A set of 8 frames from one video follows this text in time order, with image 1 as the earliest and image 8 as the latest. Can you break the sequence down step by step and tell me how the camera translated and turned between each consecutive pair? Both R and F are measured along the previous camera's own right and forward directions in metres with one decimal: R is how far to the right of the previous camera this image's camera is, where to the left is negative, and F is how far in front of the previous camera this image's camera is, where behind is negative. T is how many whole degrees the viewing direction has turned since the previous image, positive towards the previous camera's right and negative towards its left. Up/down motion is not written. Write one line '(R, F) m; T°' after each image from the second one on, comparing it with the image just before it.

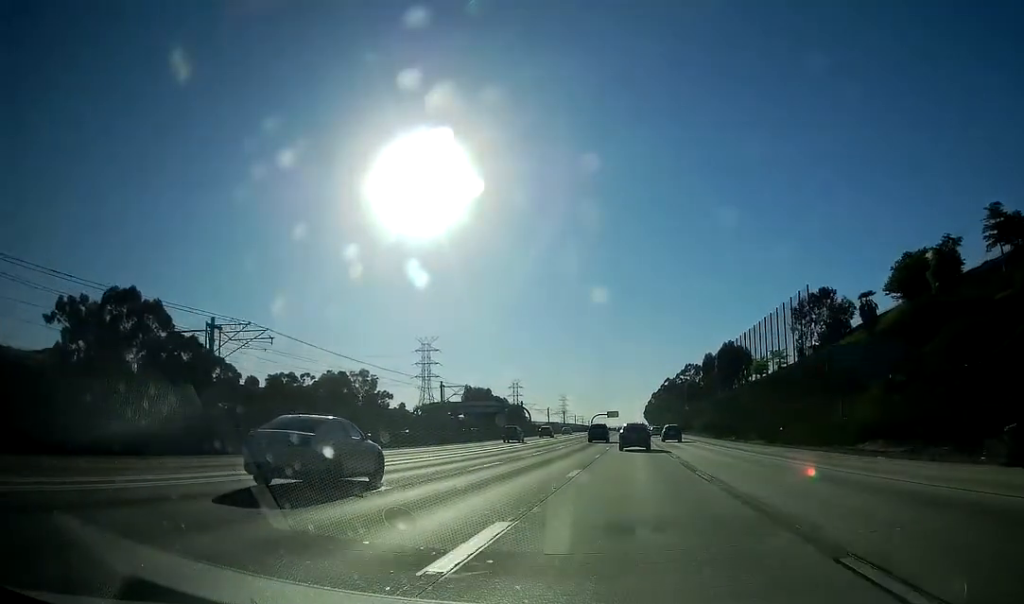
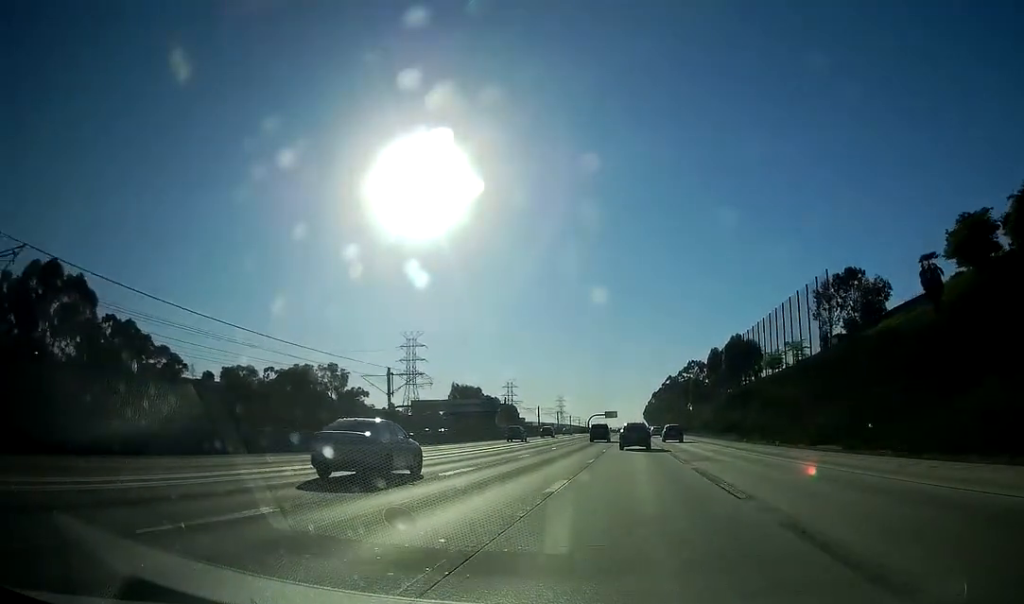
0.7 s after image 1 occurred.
(0.0, +20.9) m; 0°
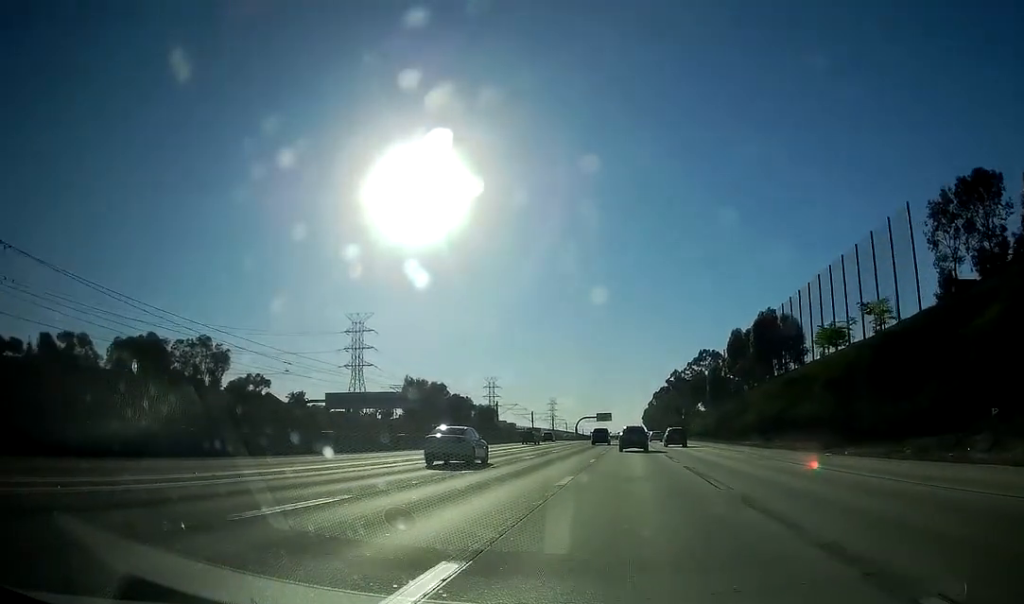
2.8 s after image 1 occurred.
(-0.1, +56.8) m; +1°
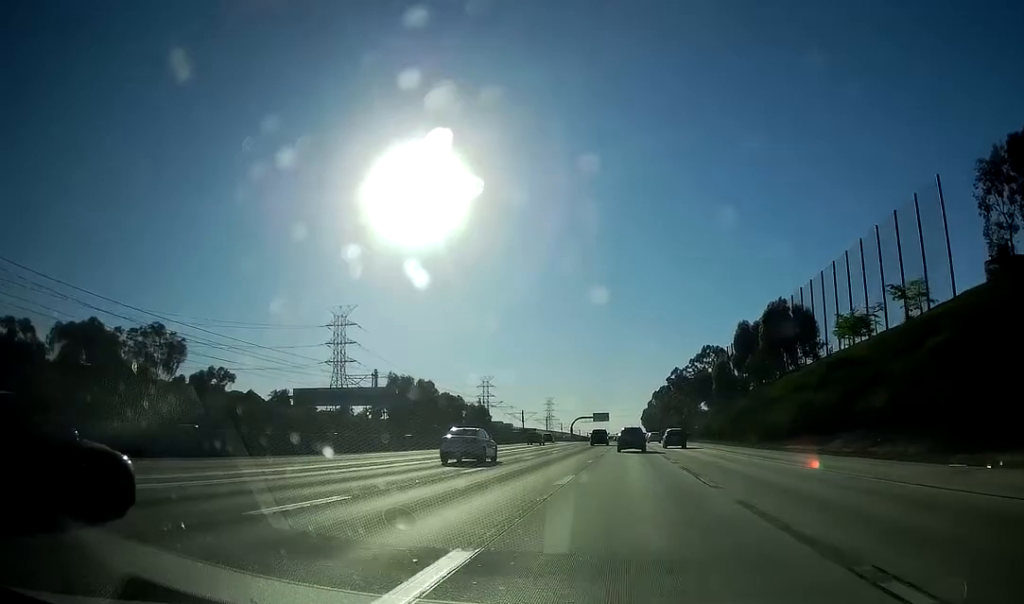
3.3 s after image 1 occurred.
(+0.3, +13.5) m; 0°
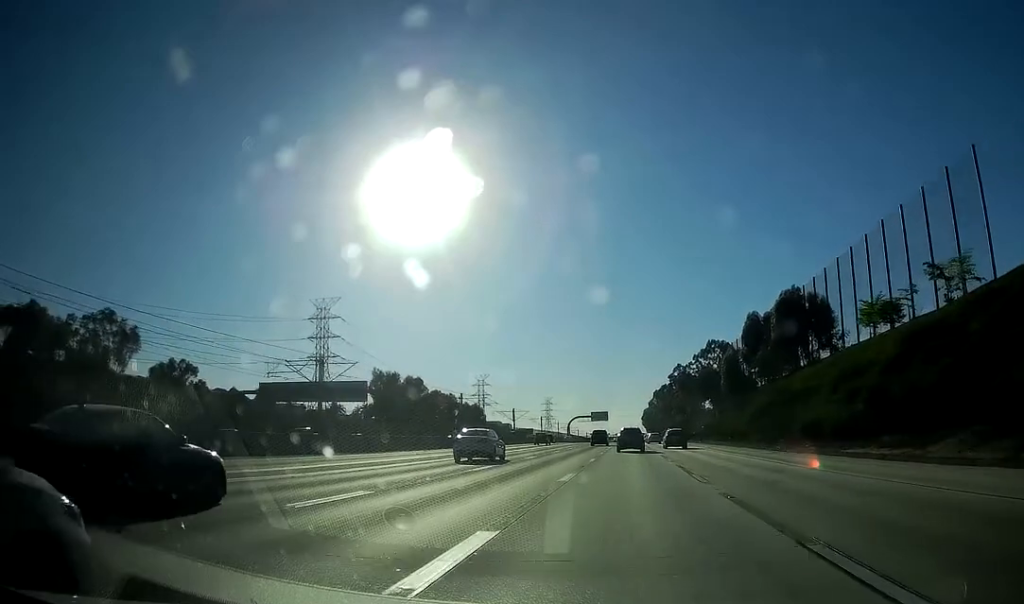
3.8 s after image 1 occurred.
(+0.1, +13.5) m; 0°
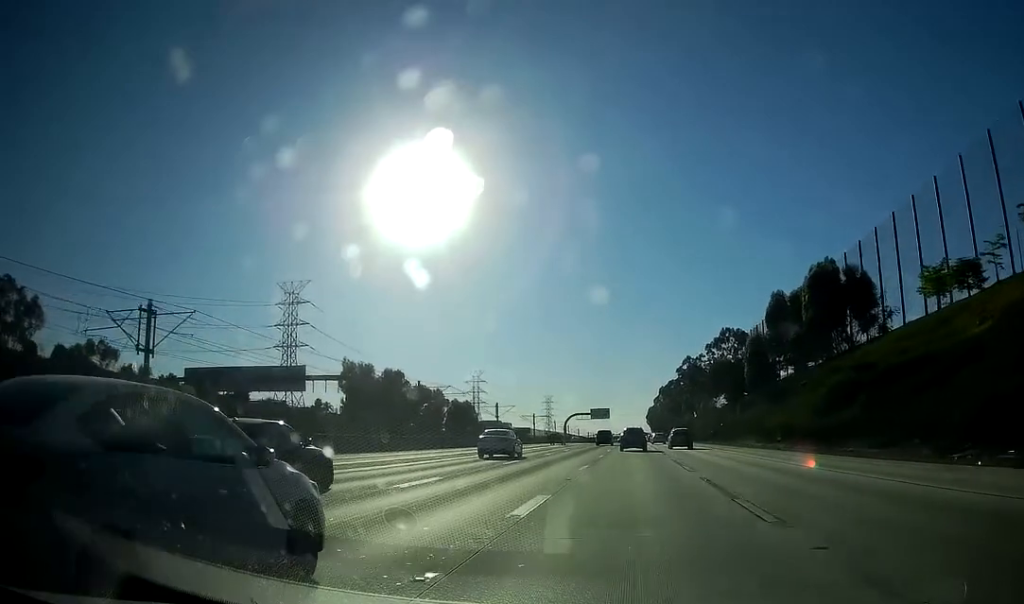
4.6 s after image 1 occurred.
(-0.3, +23.4) m; -1°
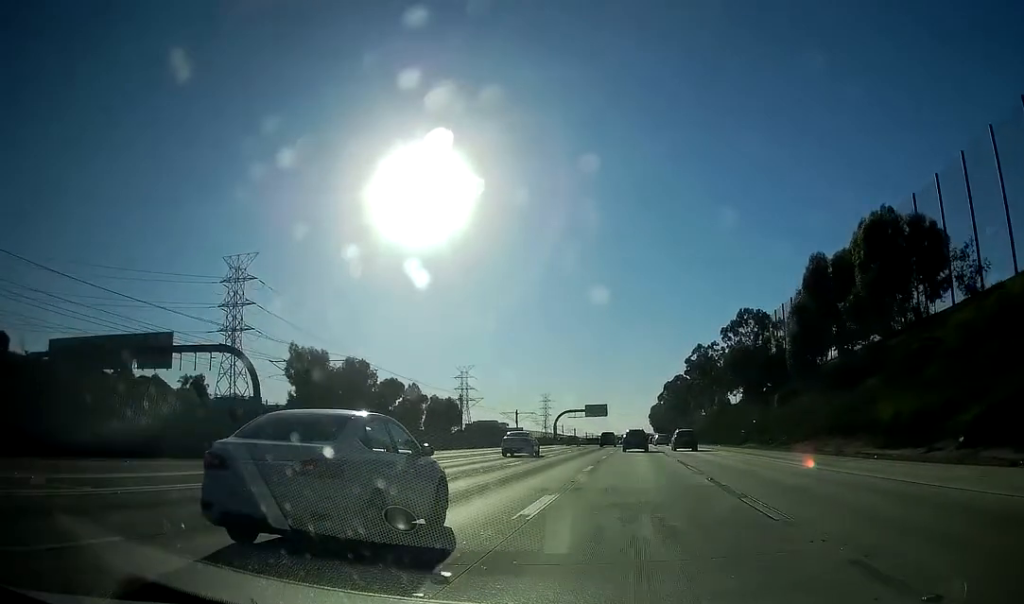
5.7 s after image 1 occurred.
(0.0, +27.9) m; 0°
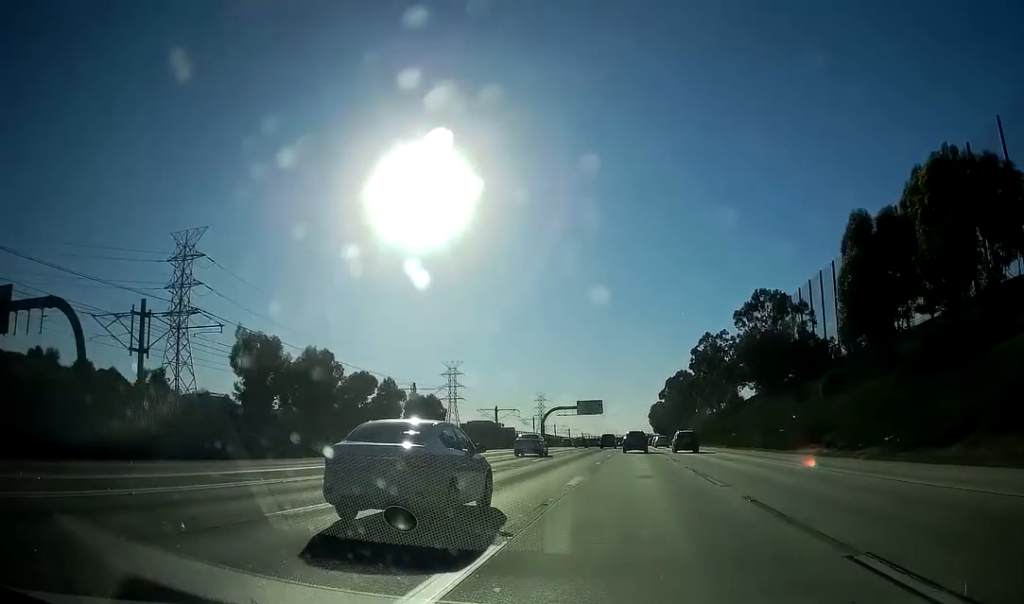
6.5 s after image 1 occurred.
(-0.1, +21.7) m; 0°
